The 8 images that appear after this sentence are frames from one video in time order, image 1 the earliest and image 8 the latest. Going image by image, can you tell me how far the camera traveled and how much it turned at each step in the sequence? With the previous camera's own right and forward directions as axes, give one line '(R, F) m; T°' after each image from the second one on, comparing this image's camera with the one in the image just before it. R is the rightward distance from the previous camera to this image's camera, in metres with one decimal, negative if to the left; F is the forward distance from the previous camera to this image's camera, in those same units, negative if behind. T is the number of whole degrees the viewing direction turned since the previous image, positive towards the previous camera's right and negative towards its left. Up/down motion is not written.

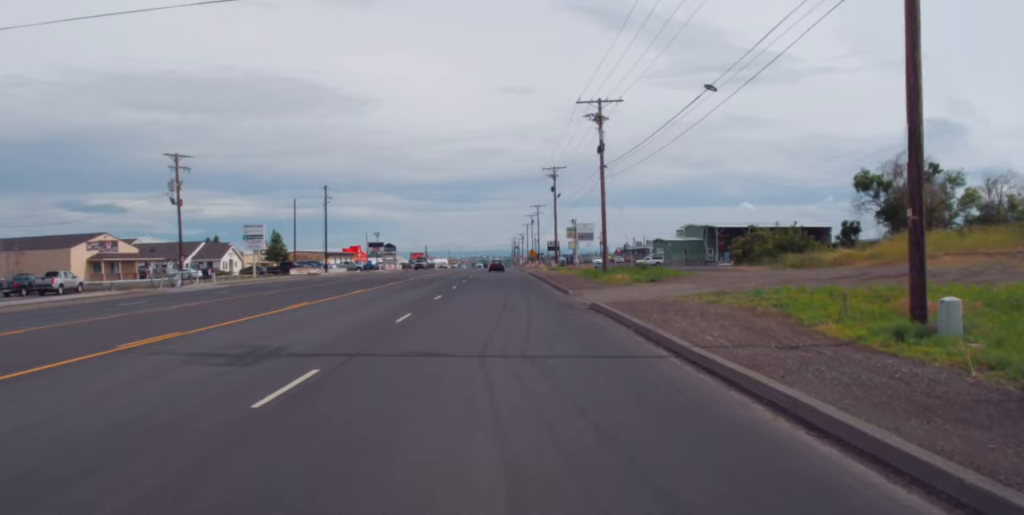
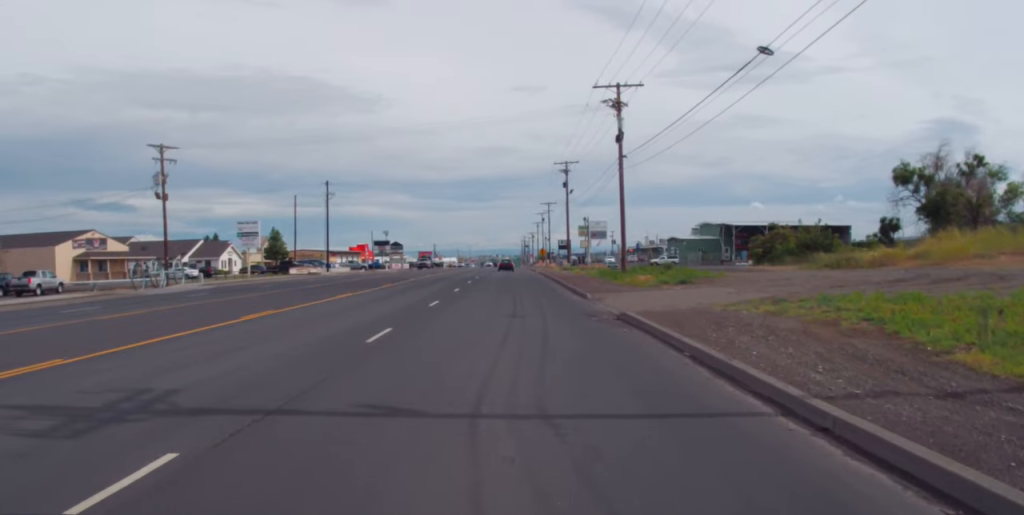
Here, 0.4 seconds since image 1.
(0.0, +5.5) m; -1°
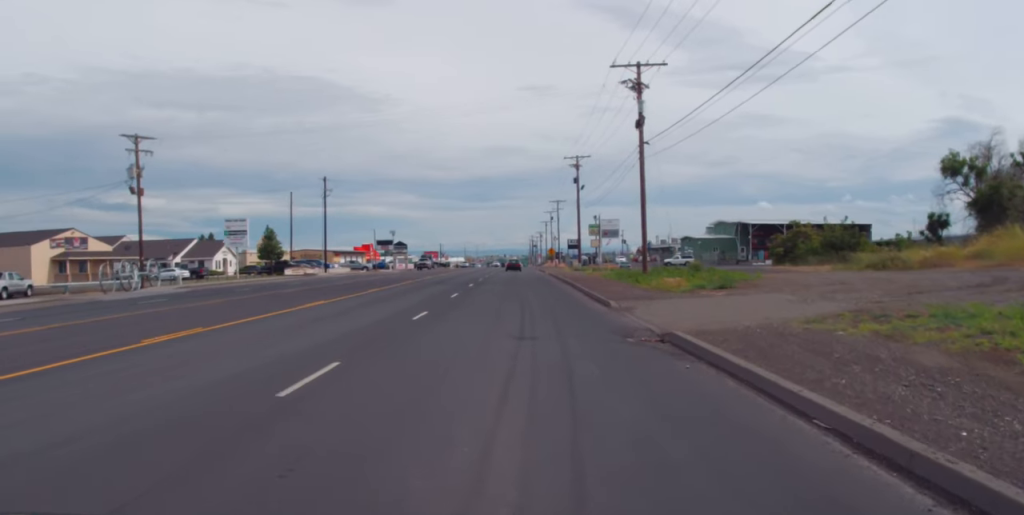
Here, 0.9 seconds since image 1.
(-0.3, +6.5) m; -1°
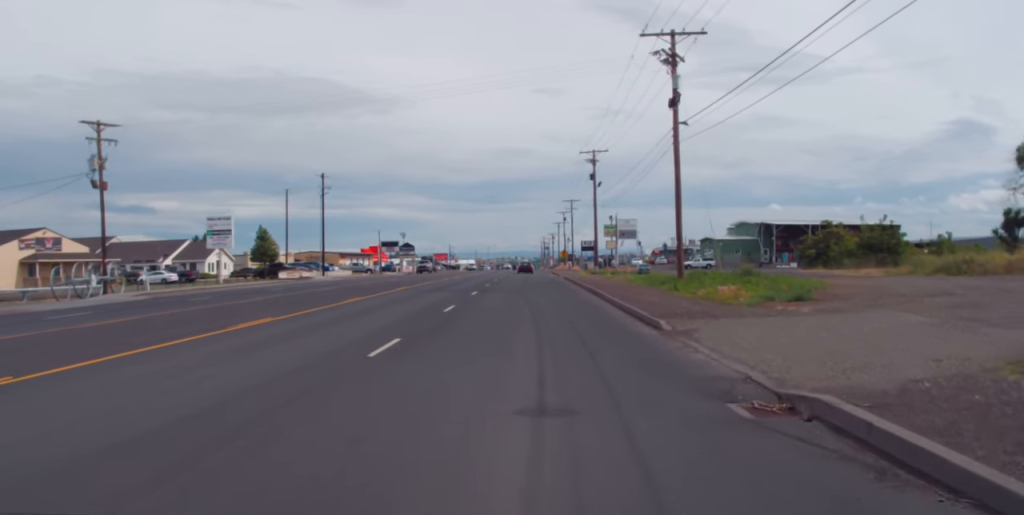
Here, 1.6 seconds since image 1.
(-0.1, +8.1) m; 0°
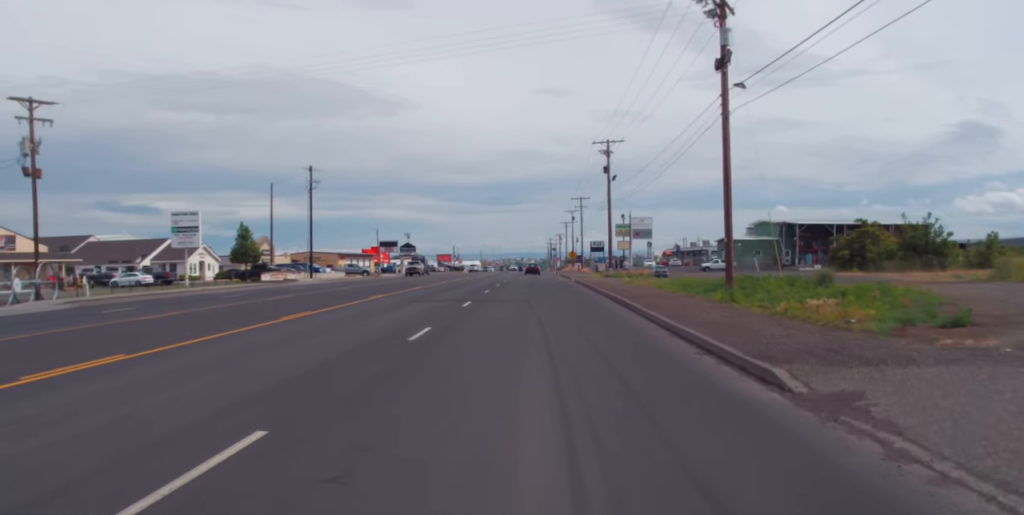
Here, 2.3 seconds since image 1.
(+0.1, +9.3) m; 0°
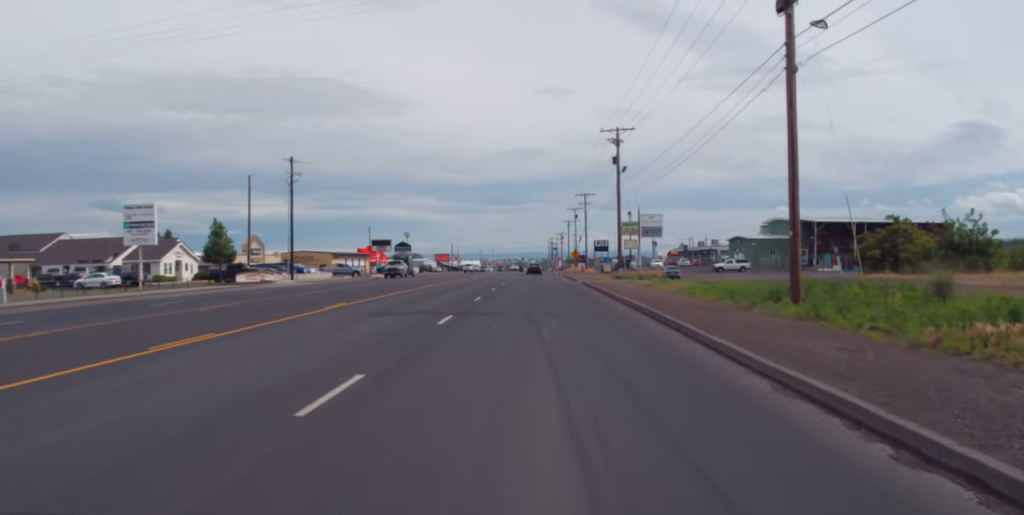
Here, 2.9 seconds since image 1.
(-0.1, +8.7) m; 0°
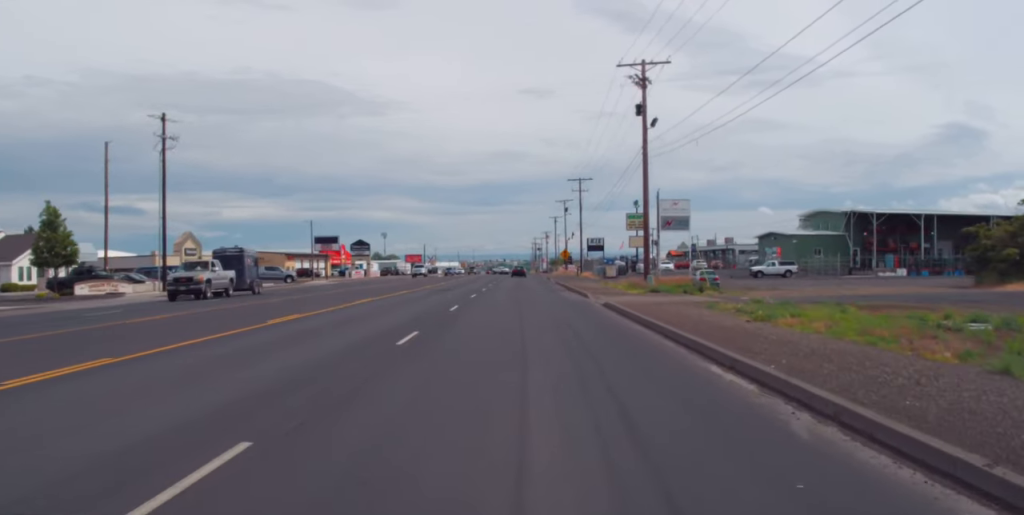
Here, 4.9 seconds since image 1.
(+0.2, +29.0) m; 0°
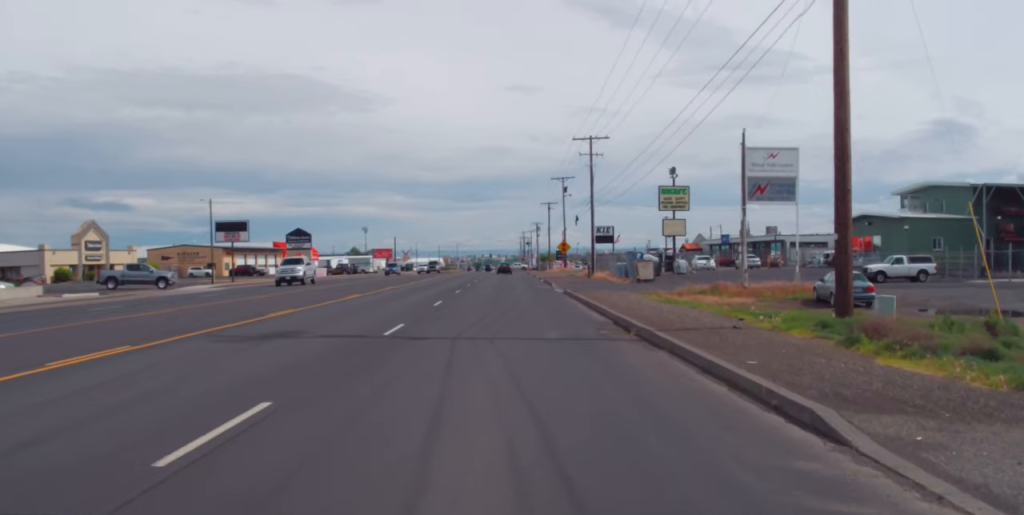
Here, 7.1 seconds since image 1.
(-0.2, +34.9) m; 0°
